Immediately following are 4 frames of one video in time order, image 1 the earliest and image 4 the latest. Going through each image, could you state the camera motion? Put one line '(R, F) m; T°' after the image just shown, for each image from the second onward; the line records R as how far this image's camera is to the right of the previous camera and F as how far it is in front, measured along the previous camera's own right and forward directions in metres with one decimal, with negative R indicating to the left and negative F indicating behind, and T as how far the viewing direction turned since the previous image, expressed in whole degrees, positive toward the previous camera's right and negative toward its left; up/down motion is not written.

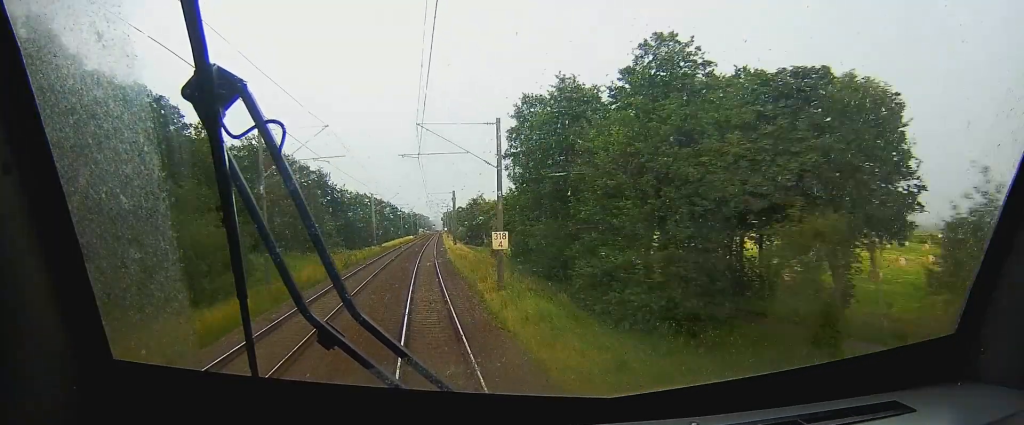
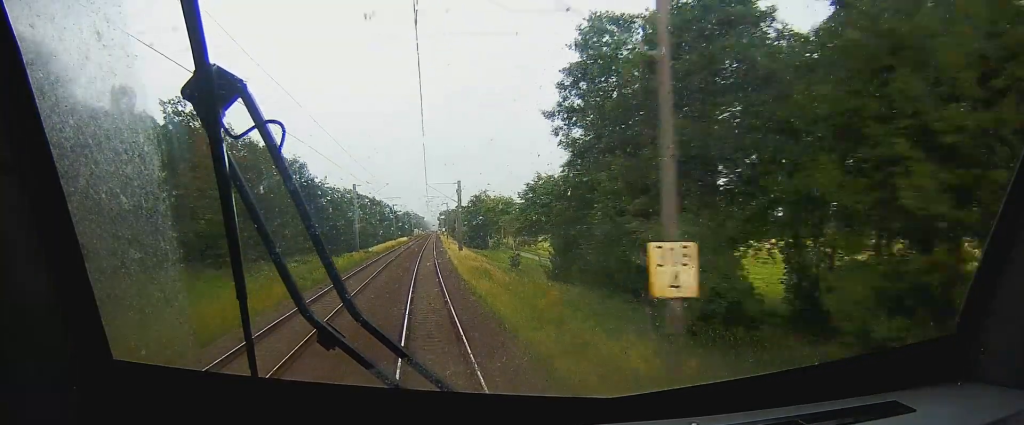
(+0.1, +21.5) m; +1°
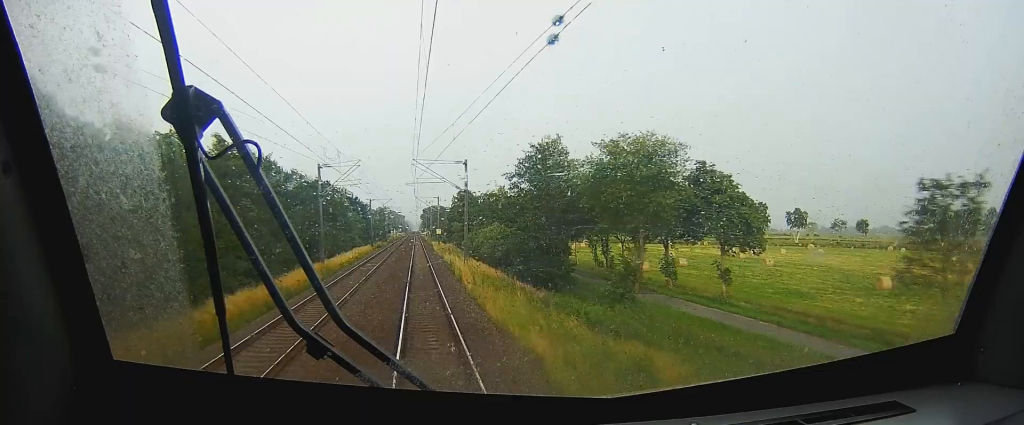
(+1.2, +88.6) m; +1°
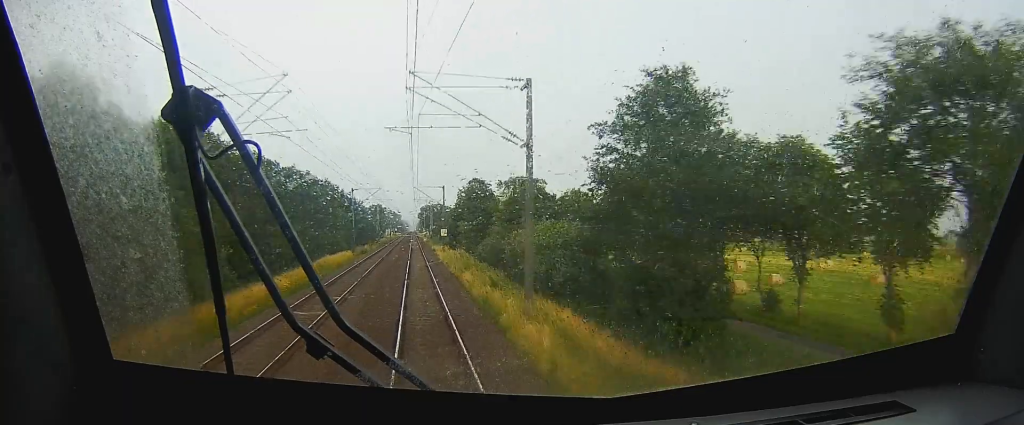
(0.0, +30.2) m; 0°
